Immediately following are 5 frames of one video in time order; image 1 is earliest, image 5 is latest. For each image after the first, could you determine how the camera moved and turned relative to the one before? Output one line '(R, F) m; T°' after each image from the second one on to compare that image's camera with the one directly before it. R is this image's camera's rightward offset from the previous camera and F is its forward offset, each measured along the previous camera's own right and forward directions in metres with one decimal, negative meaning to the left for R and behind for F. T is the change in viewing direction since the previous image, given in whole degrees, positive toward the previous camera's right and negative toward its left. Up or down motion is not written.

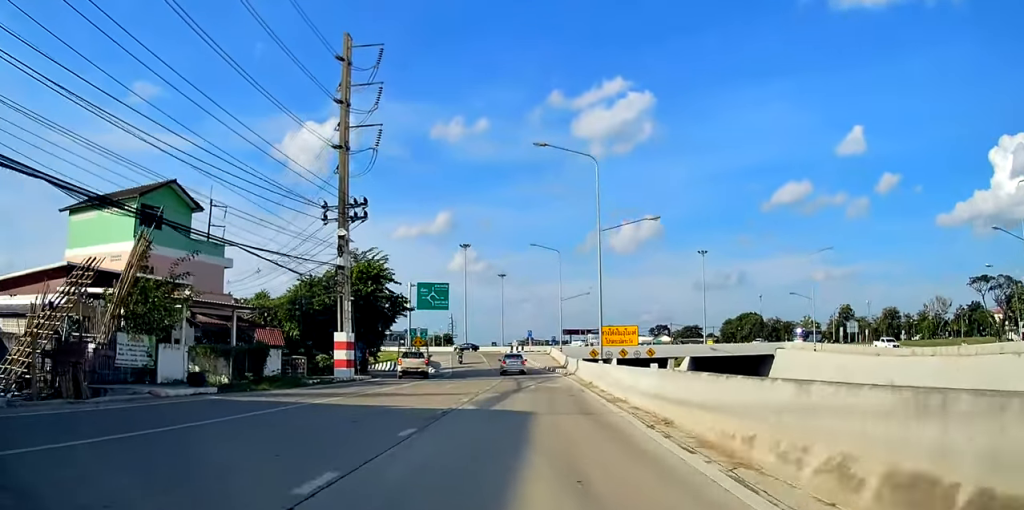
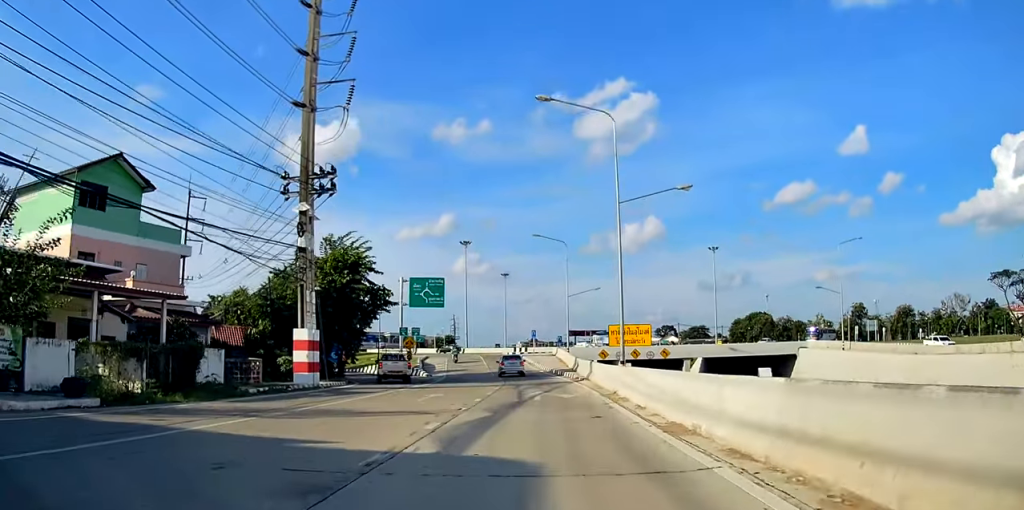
(0.0, +6.6) m; 0°
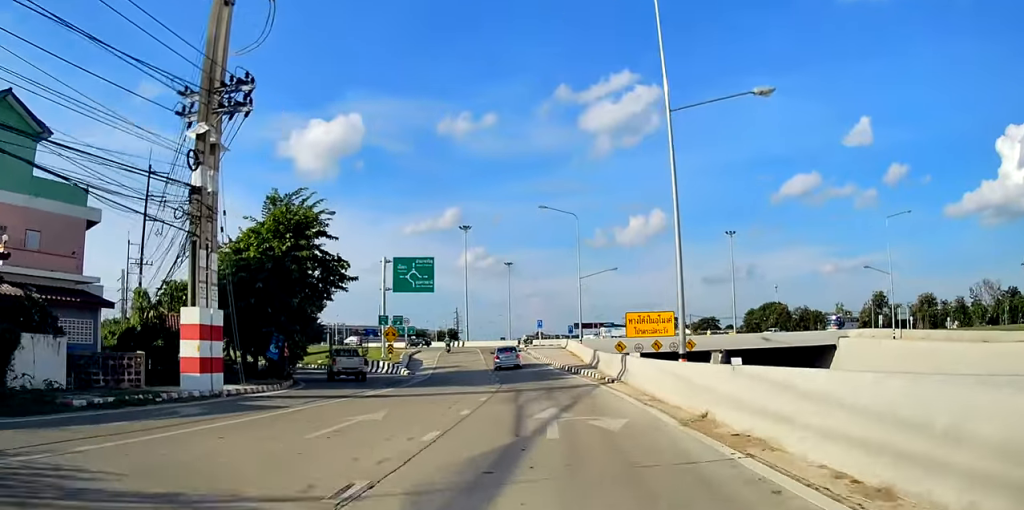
(0.0, +9.9) m; -1°
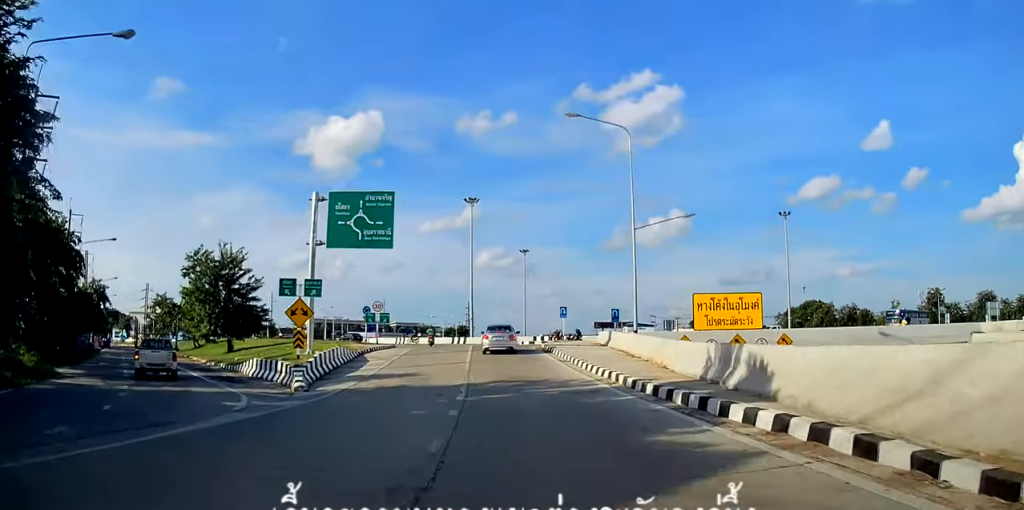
(-0.8, +21.5) m; -3°
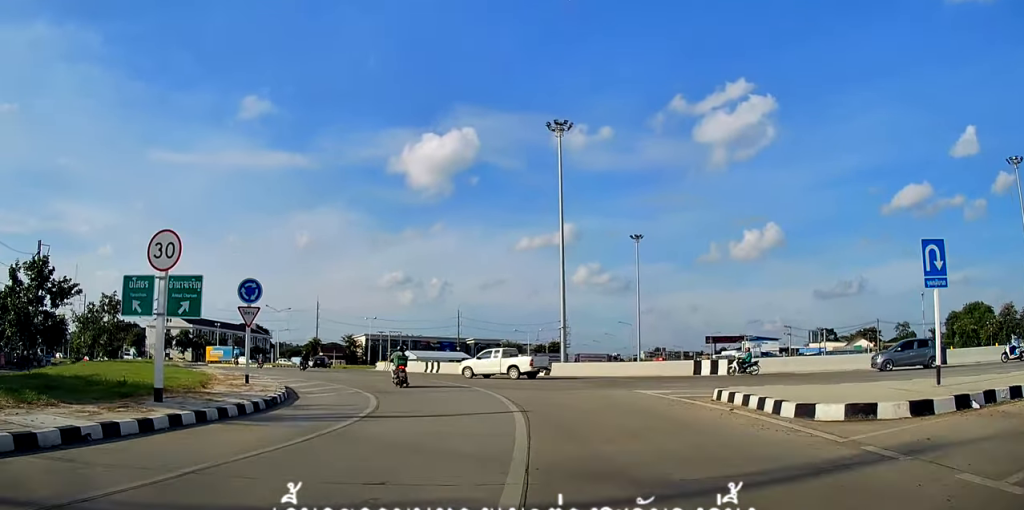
(+0.4, +44.5) m; +1°
